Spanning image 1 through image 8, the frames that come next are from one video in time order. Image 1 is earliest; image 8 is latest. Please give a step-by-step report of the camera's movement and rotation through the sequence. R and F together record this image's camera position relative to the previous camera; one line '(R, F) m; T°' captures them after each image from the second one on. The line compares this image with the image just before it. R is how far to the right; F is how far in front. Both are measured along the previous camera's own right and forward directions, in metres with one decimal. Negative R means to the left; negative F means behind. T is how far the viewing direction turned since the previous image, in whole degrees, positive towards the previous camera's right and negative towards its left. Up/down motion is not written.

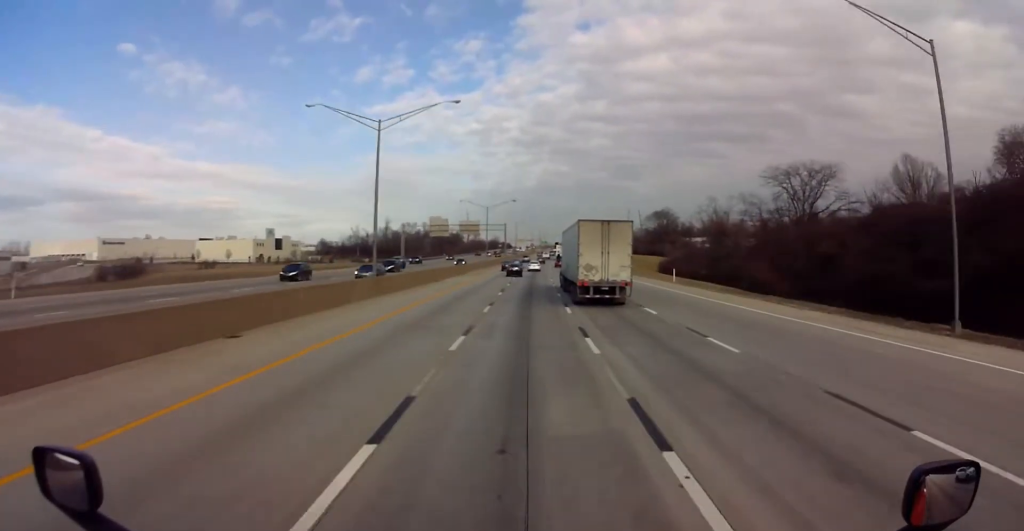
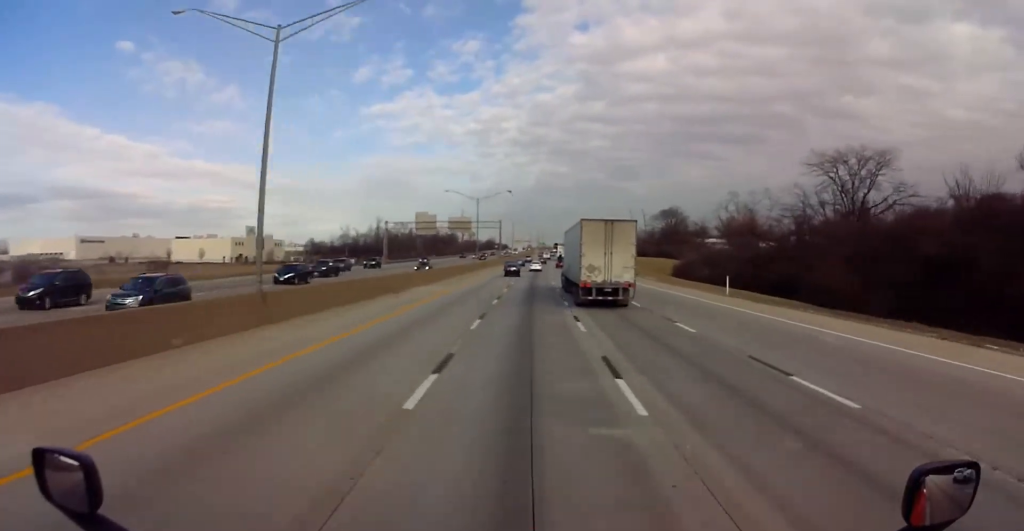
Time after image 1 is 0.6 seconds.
(-0.1, +18.9) m; +1°
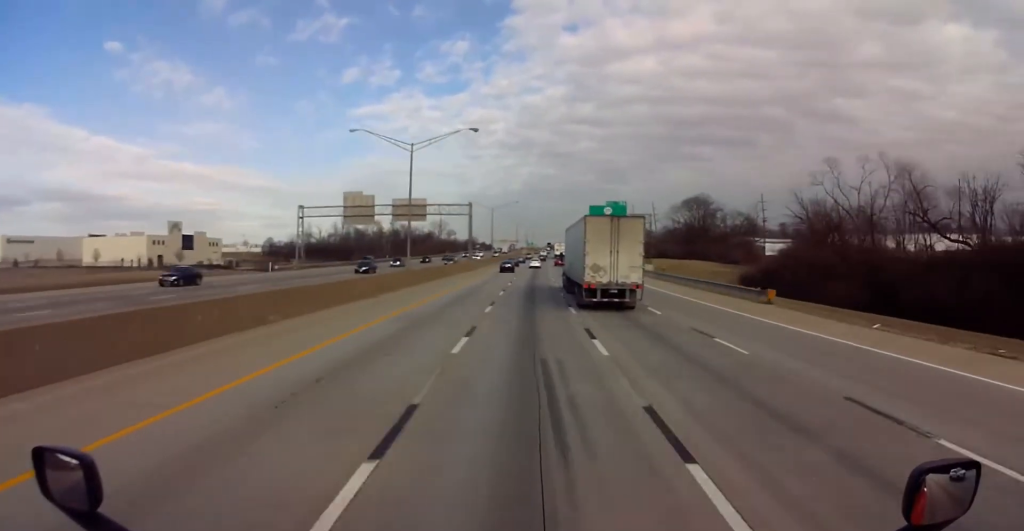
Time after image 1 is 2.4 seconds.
(+1.0, +53.6) m; +1°
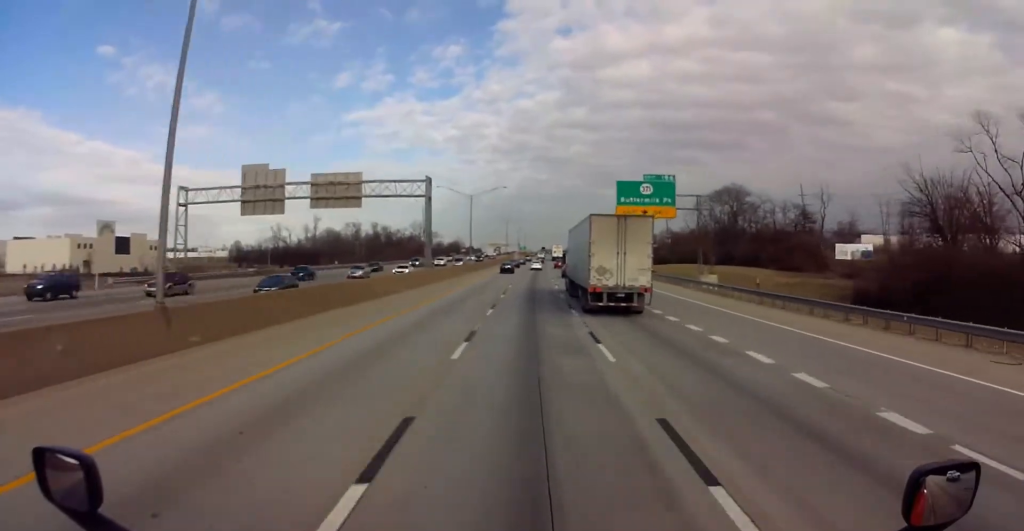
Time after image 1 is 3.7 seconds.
(-0.1, +36.5) m; 0°
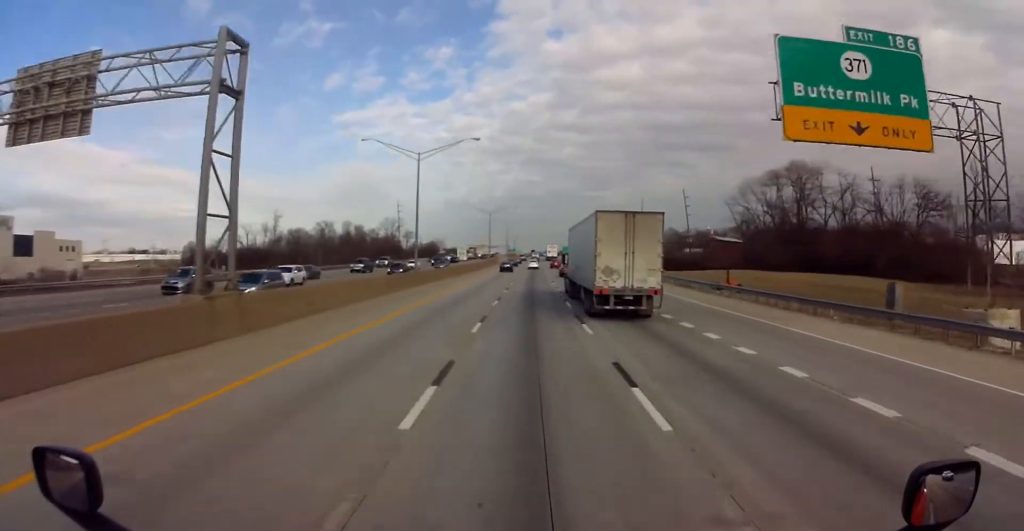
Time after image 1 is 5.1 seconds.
(-0.1, +42.2) m; 0°
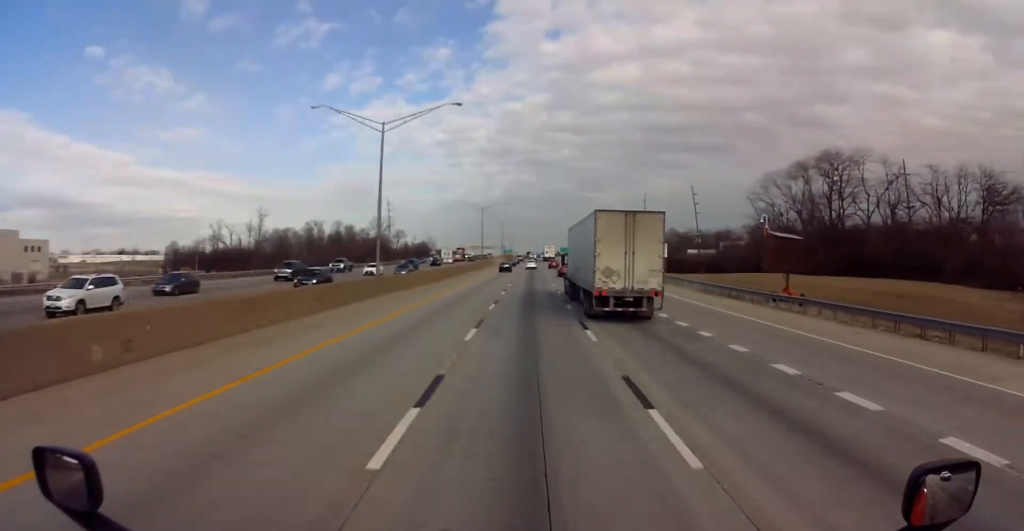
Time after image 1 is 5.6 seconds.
(0.0, +13.7) m; 0°
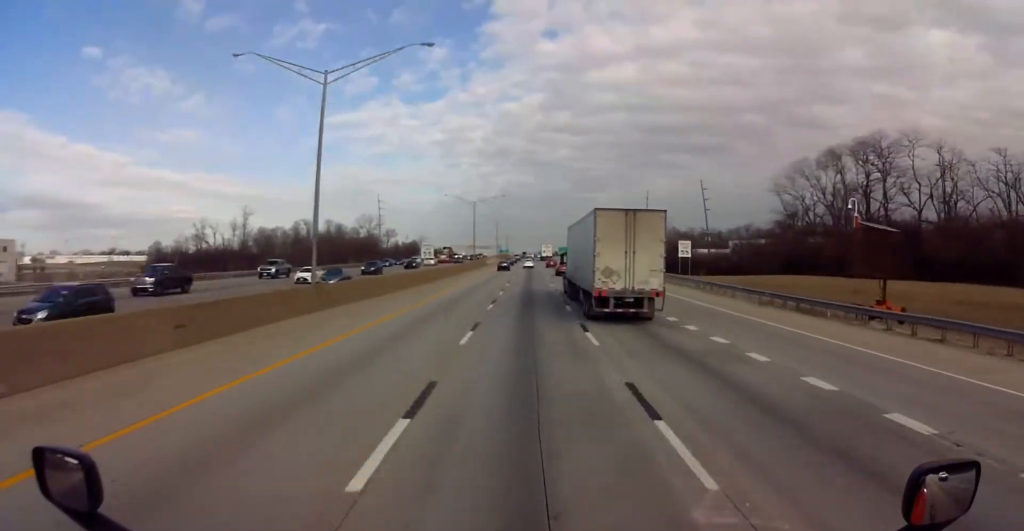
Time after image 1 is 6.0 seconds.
(0.0, +12.7) m; 0°
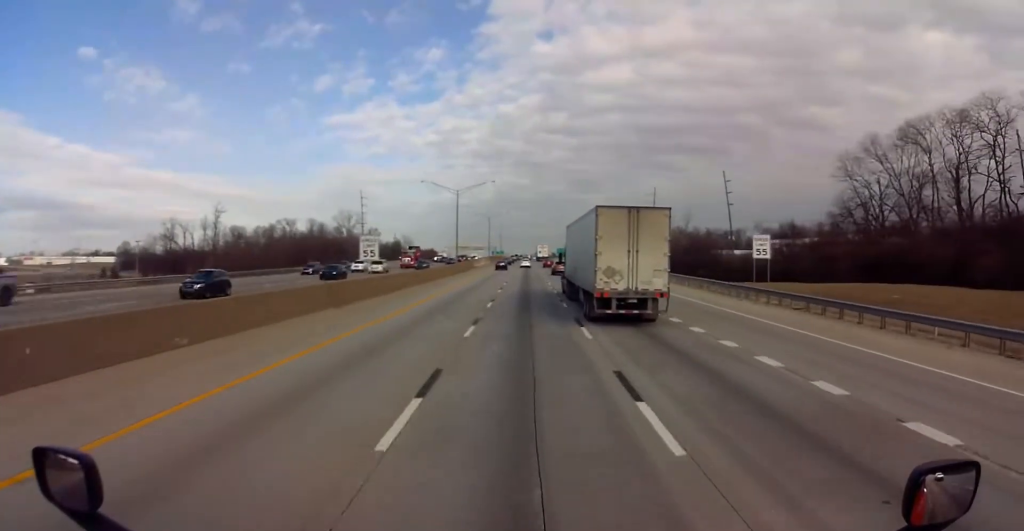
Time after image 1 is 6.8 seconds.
(+0.1, +22.4) m; -1°
